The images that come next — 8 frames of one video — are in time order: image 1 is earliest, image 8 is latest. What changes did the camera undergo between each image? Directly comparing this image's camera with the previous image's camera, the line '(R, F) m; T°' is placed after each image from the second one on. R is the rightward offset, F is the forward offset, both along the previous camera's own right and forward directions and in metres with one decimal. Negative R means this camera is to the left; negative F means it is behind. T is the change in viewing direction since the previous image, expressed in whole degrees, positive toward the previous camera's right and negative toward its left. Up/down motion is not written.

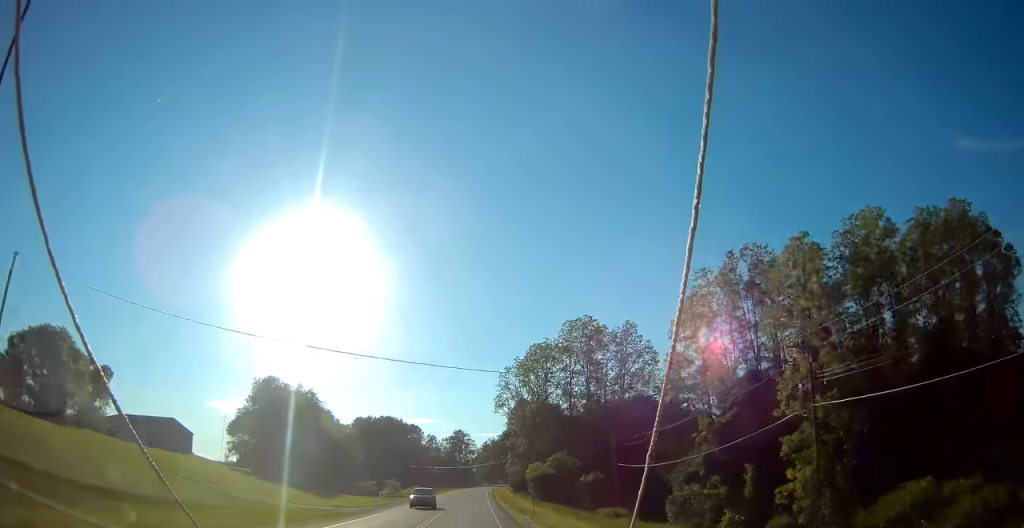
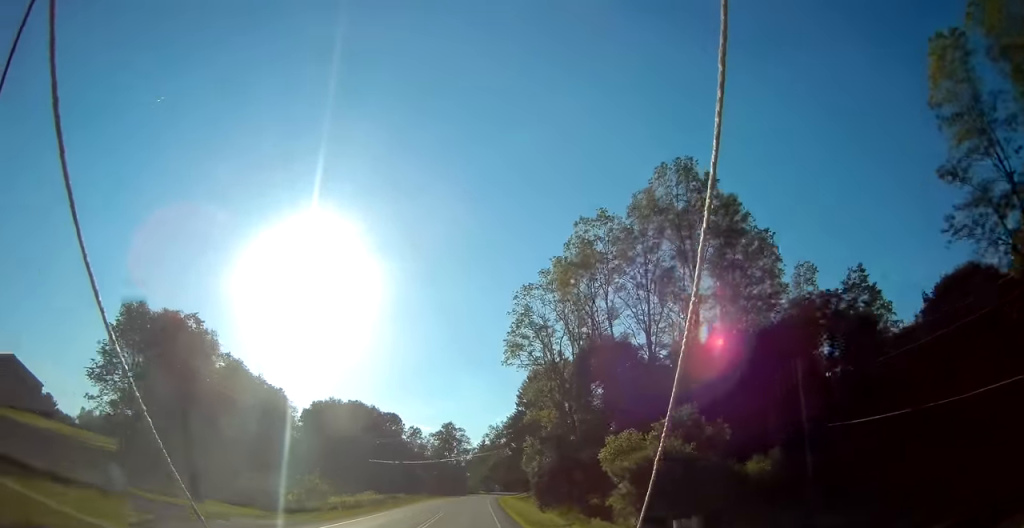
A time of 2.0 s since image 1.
(0.0, +46.1) m; 0°
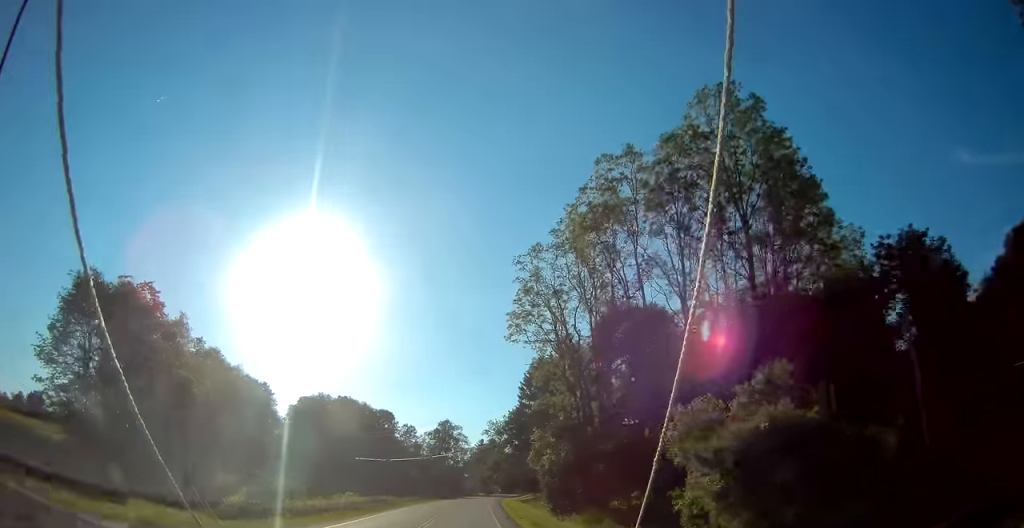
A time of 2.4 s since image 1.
(-0.1, +10.1) m; 0°
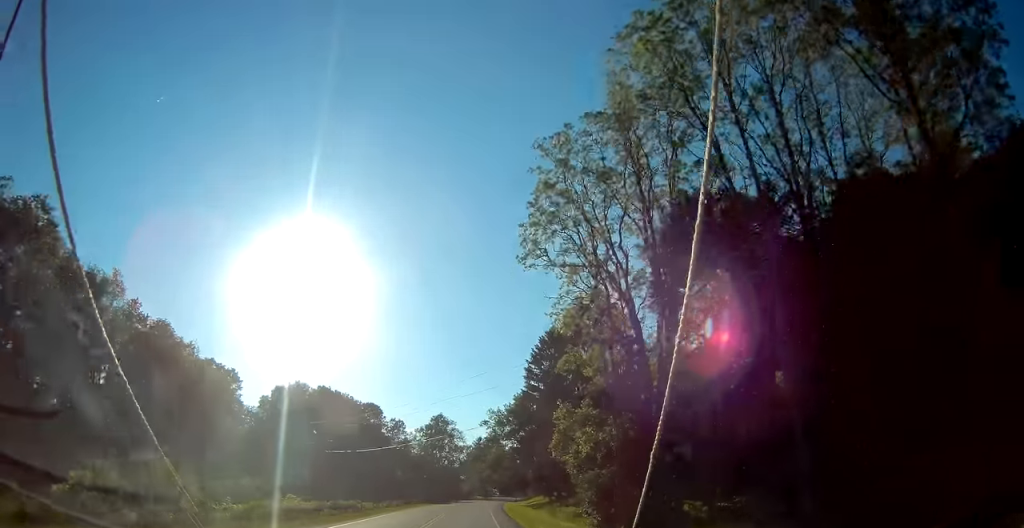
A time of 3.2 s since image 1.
(+0.2, +17.9) m; 0°
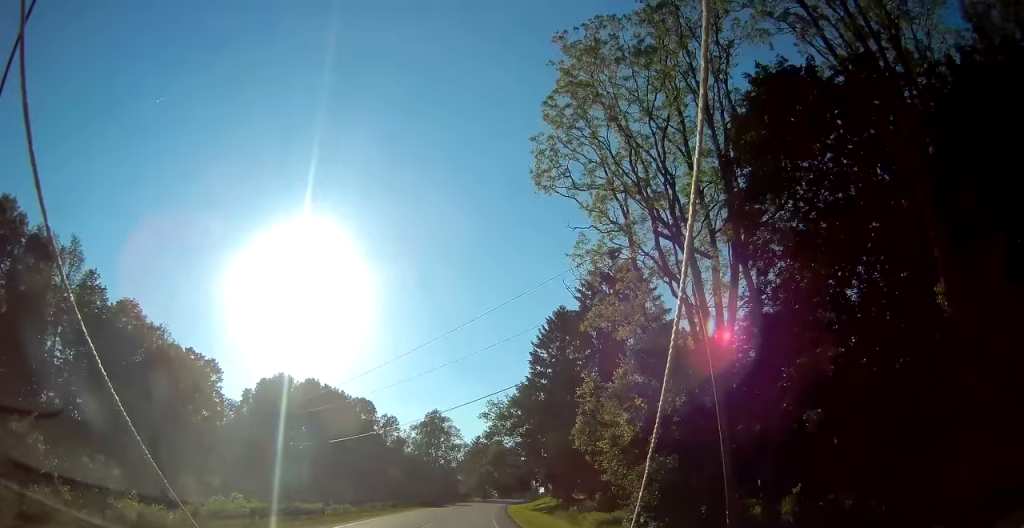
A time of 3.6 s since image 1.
(+0.2, +9.4) m; 0°
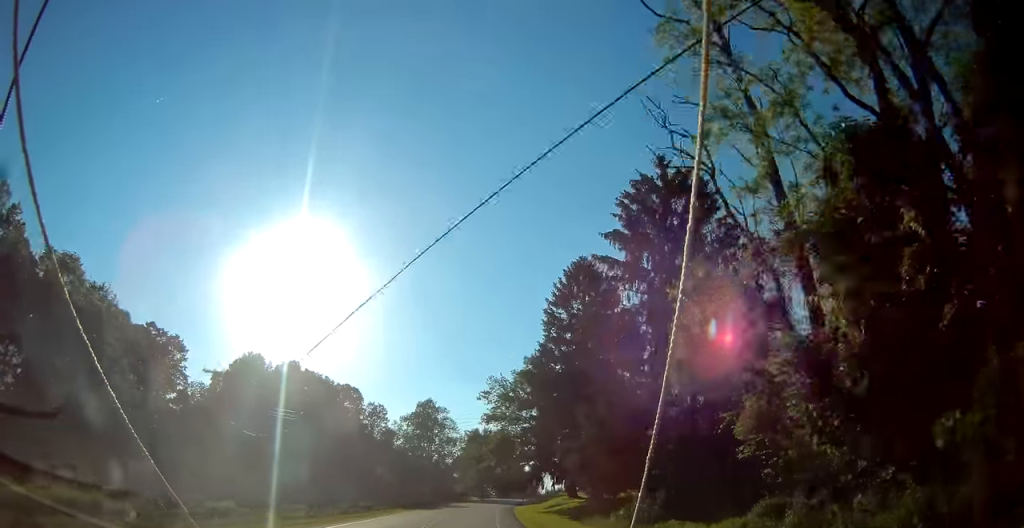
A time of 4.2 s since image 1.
(-0.2, +14.7) m; 0°
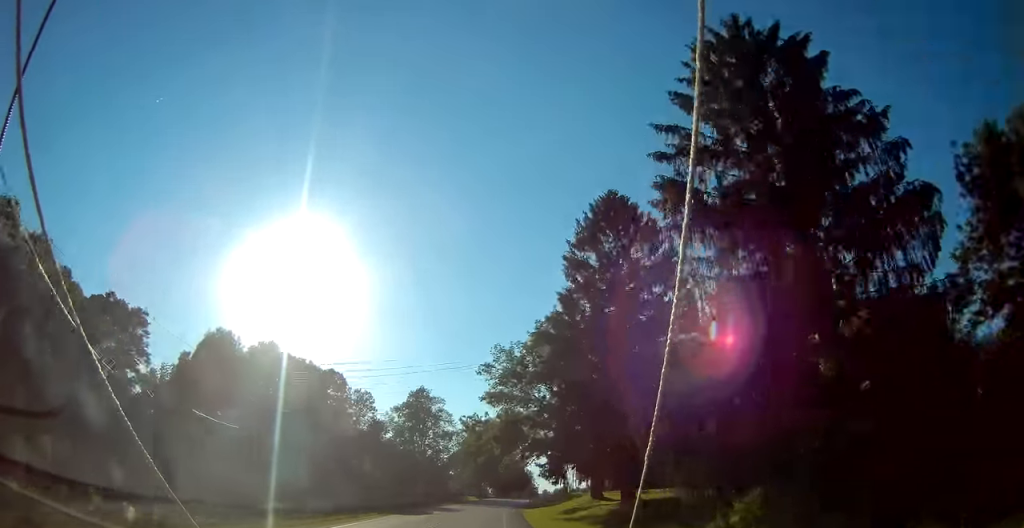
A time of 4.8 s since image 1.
(-0.1, +13.1) m; 0°
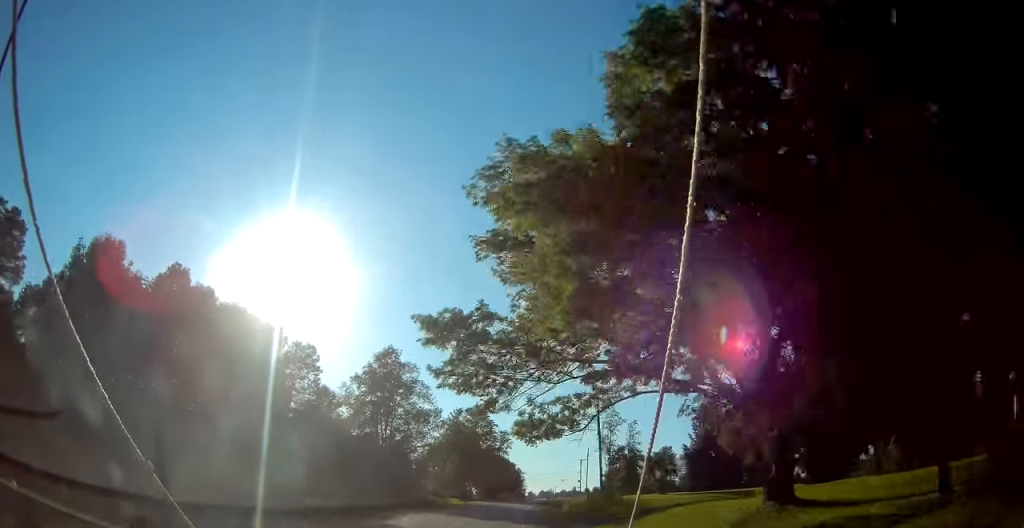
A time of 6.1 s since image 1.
(+0.6, +30.7) m; +2°
